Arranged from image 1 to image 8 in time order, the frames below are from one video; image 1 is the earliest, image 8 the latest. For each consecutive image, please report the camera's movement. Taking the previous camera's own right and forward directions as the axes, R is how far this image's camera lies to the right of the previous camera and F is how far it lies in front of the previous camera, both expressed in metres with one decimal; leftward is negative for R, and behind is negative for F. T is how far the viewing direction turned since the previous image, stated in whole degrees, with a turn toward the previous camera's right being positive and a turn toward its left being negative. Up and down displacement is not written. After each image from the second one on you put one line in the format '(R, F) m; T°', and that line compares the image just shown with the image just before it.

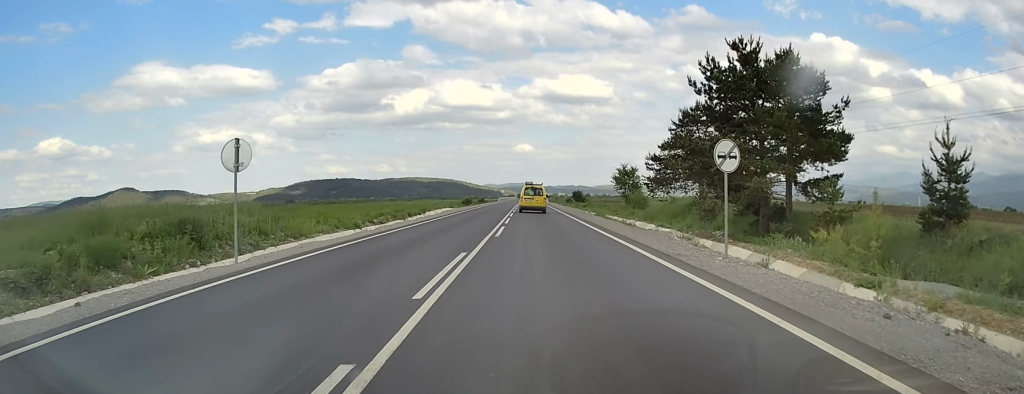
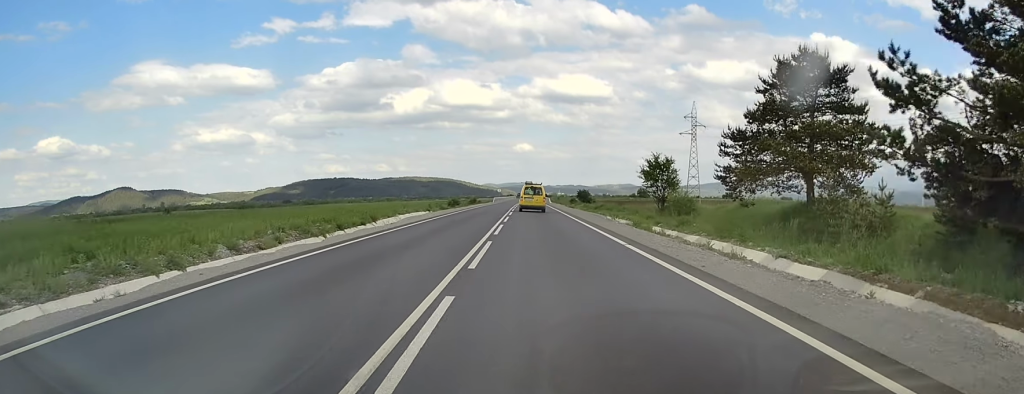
(+0.3, +17.7) m; 0°
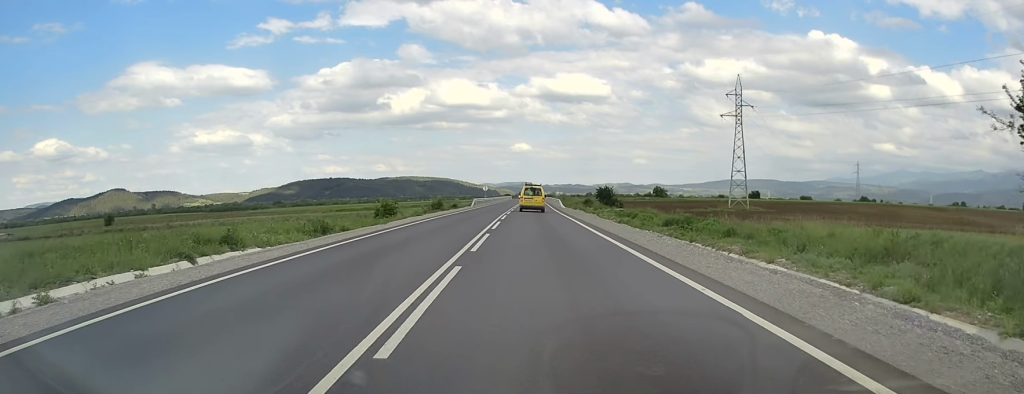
(0.0, +42.6) m; +1°
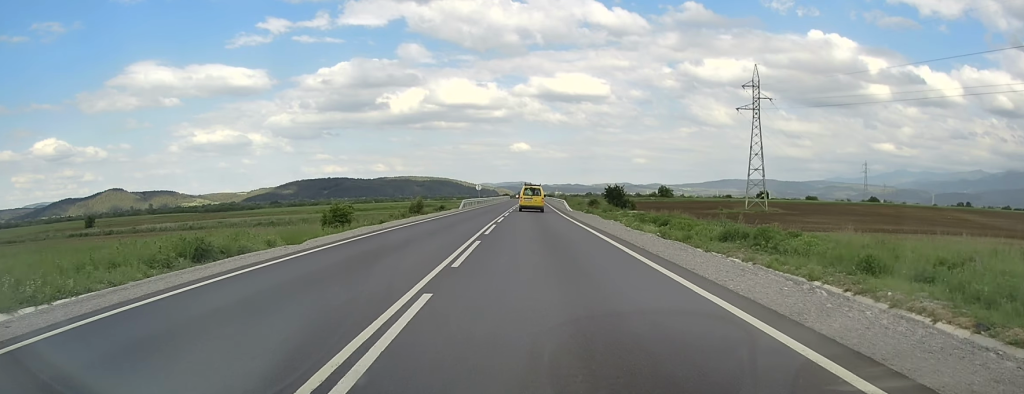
(+0.1, +12.2) m; 0°
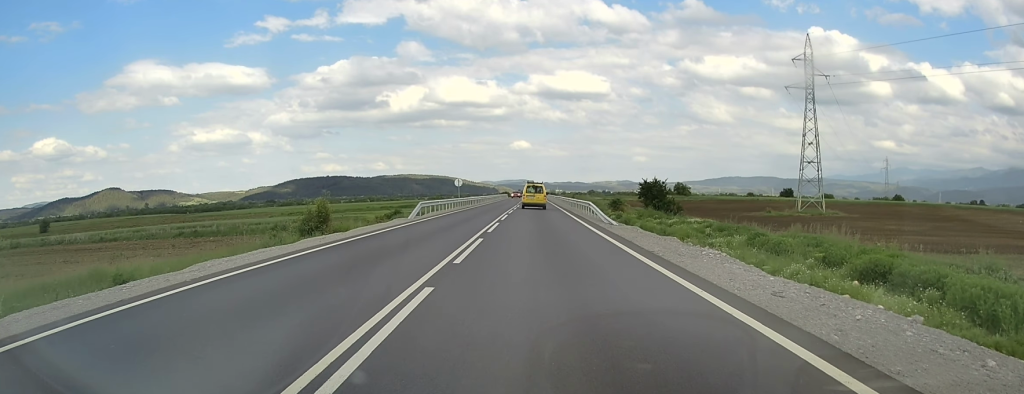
(-0.1, +26.9) m; 0°
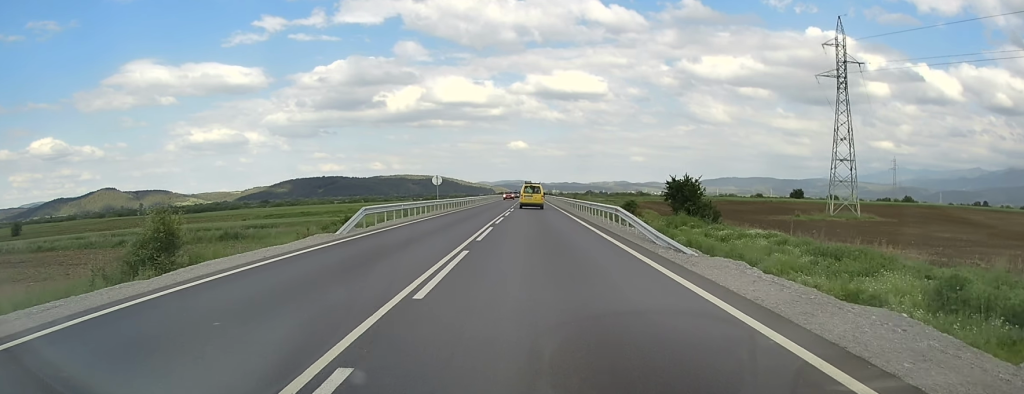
(0.0, +13.1) m; 0°
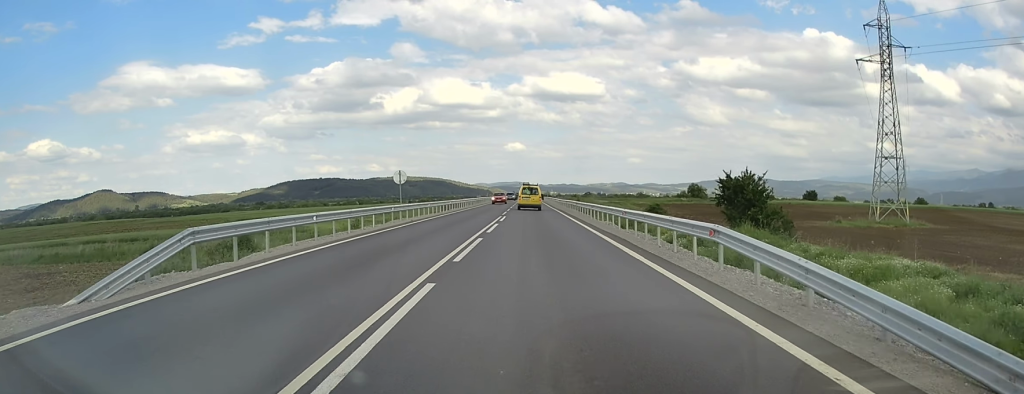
(0.0, +14.0) m; 0°
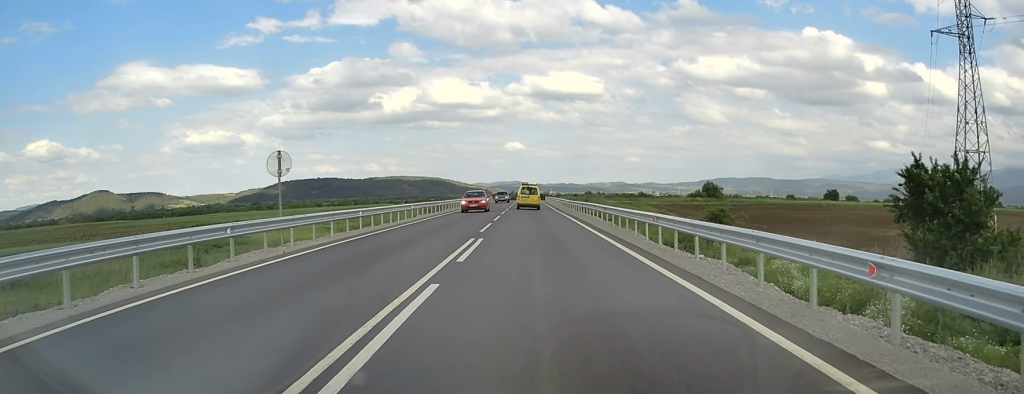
(0.0, +18.0) m; 0°
